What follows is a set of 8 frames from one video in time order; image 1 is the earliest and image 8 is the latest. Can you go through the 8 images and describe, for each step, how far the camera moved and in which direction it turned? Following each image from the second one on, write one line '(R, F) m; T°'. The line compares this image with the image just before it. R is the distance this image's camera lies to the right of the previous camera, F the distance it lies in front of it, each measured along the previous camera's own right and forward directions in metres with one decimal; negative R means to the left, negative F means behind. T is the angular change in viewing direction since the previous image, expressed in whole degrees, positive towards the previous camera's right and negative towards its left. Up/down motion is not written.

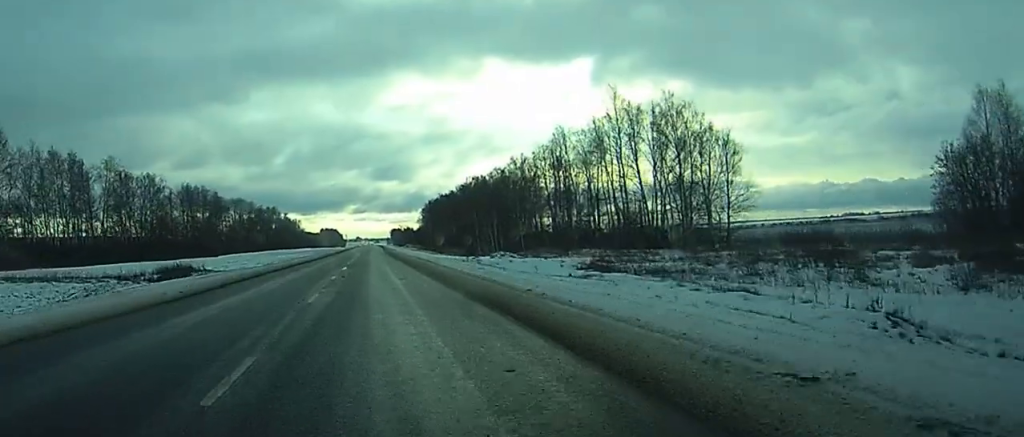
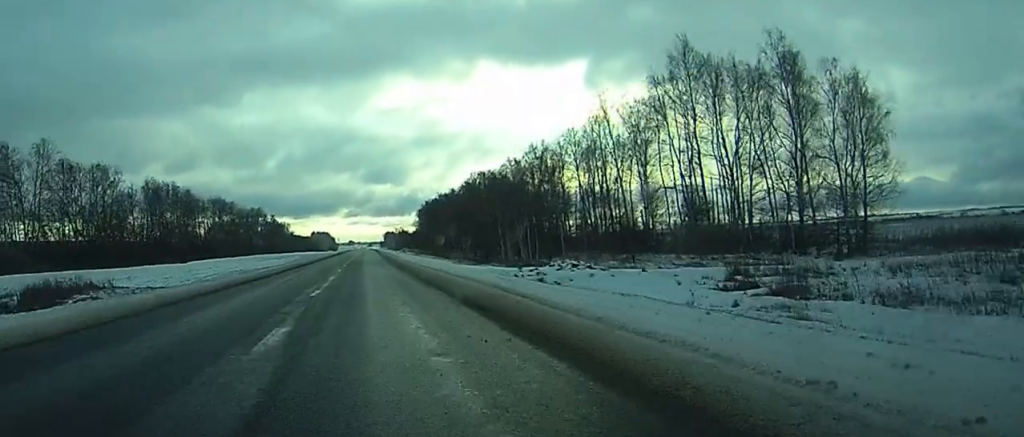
(+0.1, +31.7) m; 0°
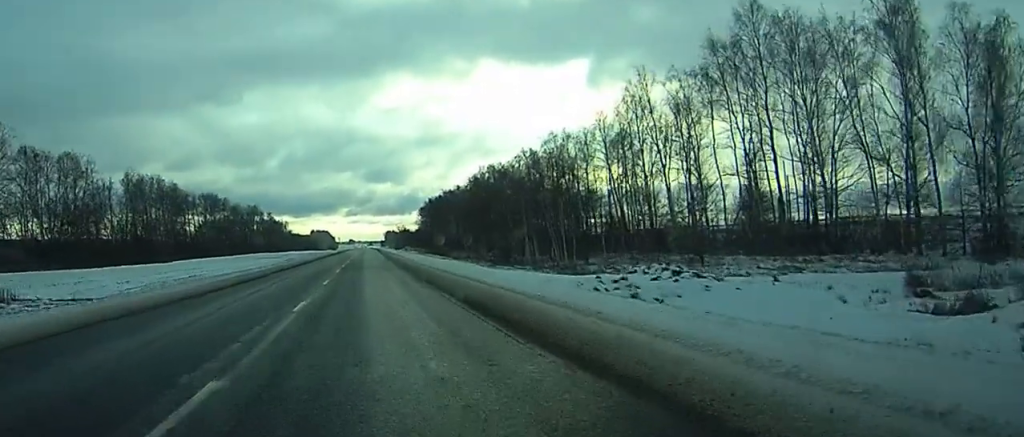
(0.0, +17.6) m; 0°
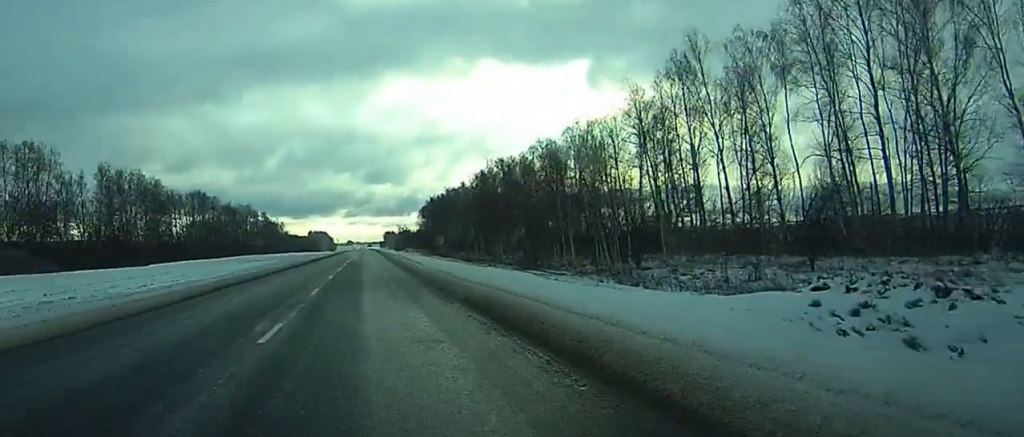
(+0.1, +17.7) m; 0°
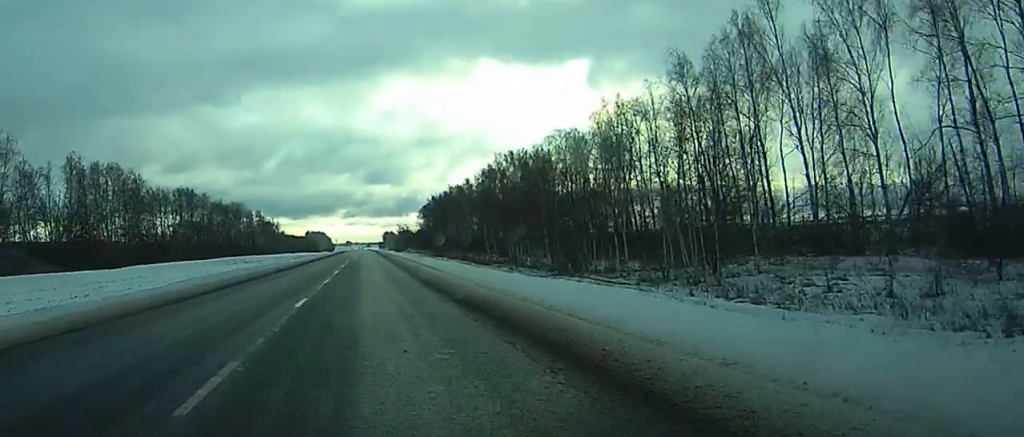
(0.0, +16.8) m; 0°
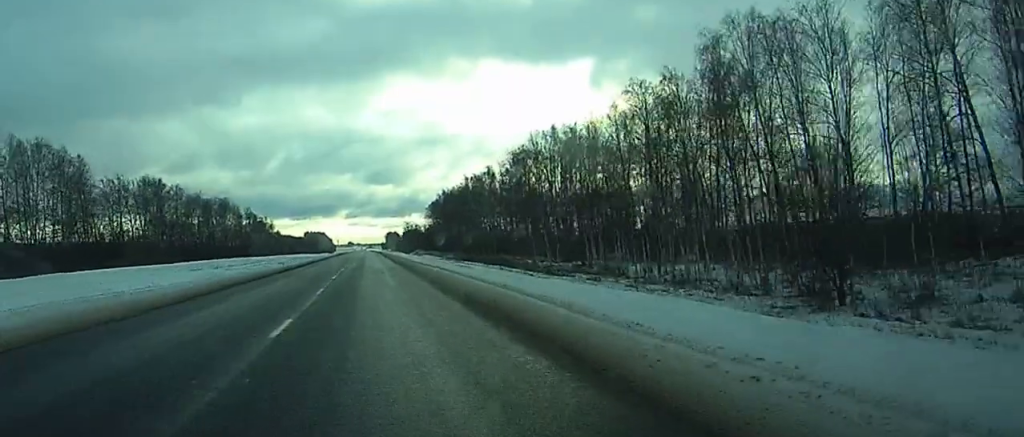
(0.0, +42.0) m; 0°
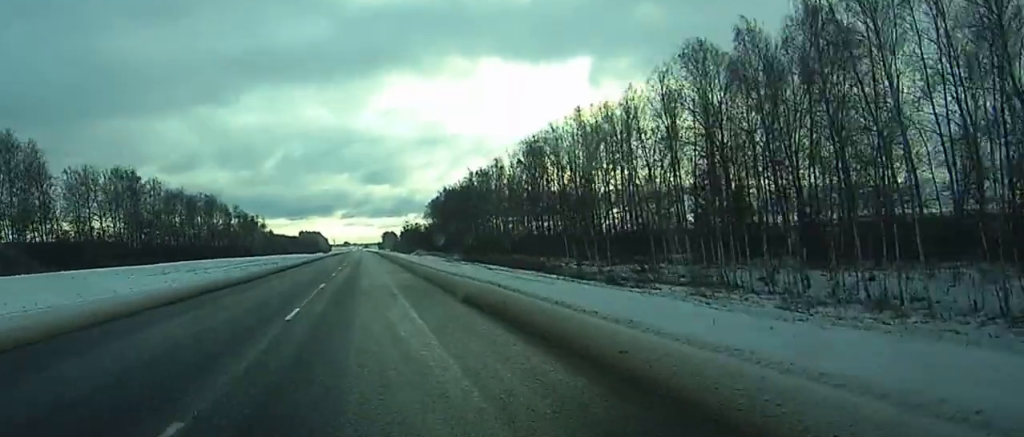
(0.0, +20.8) m; 0°
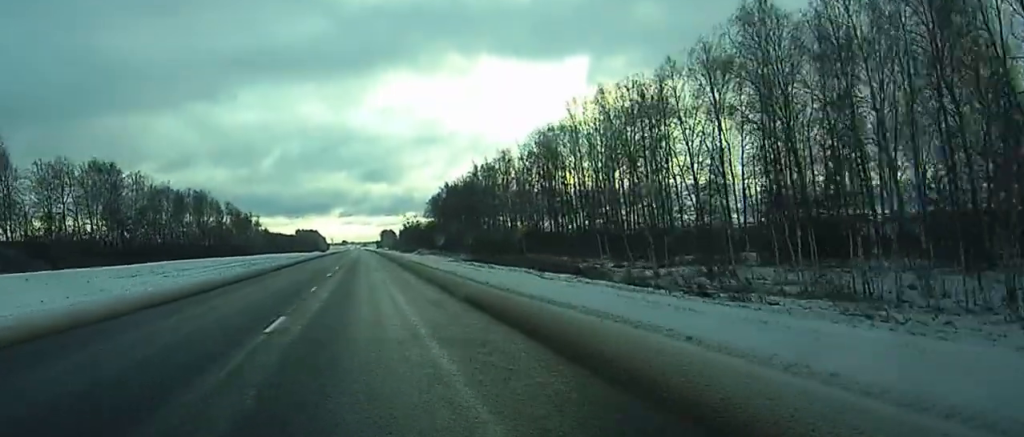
(-0.1, +14.7) m; 0°
